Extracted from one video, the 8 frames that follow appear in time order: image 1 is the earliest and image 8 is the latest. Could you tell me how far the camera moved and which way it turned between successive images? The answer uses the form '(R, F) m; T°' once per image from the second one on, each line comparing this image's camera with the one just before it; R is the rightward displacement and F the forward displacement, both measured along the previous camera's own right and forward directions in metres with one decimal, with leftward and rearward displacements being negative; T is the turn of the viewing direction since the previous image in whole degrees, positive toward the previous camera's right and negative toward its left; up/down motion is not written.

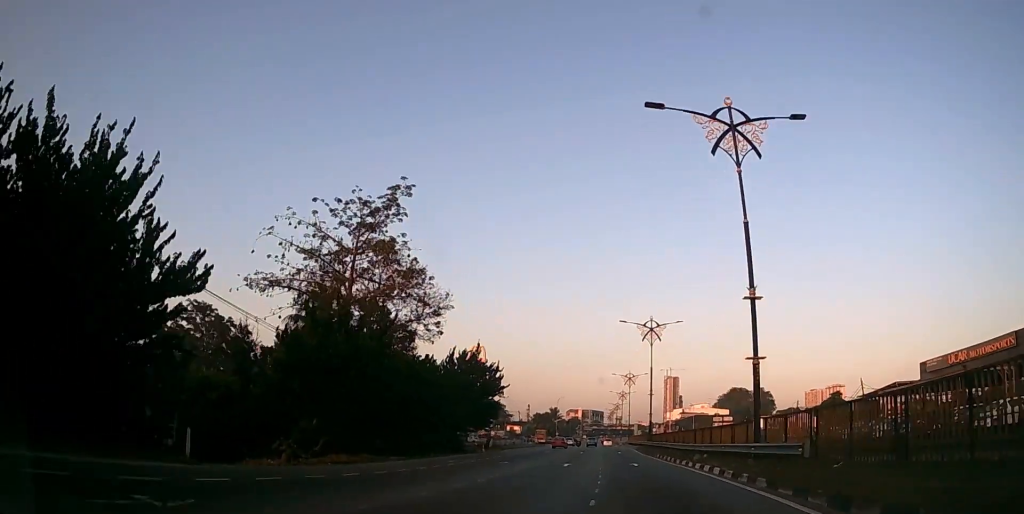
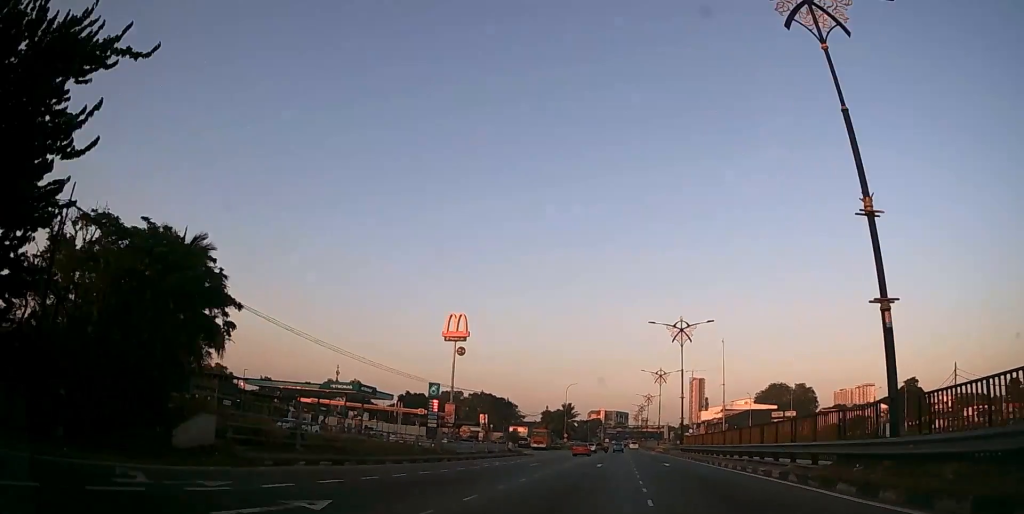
(-0.3, +44.2) m; -2°
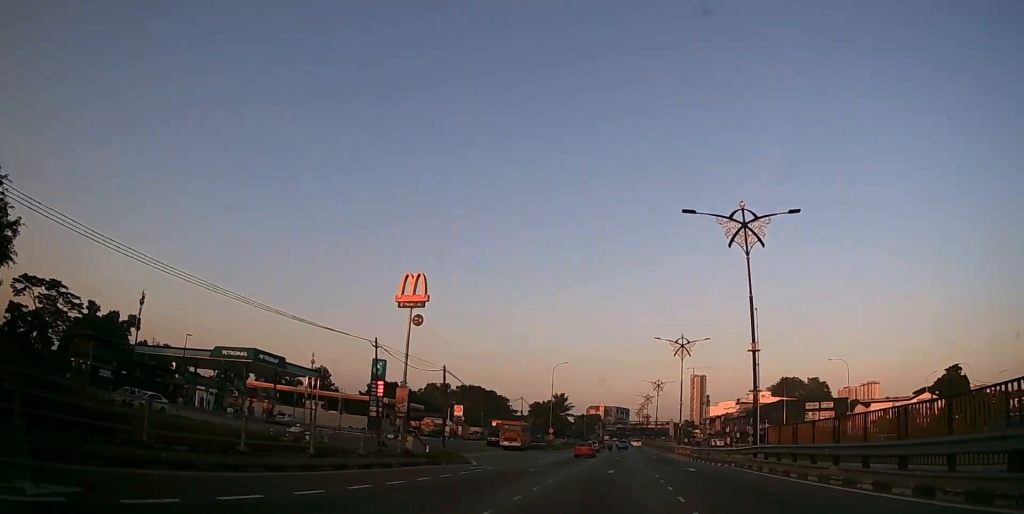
(-0.3, +25.8) m; -1°
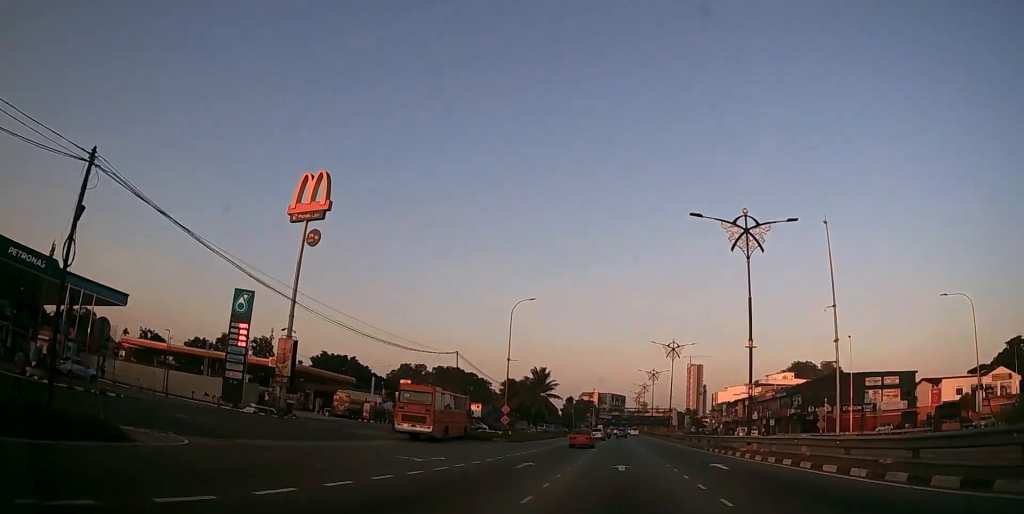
(-0.1, +32.0) m; 0°
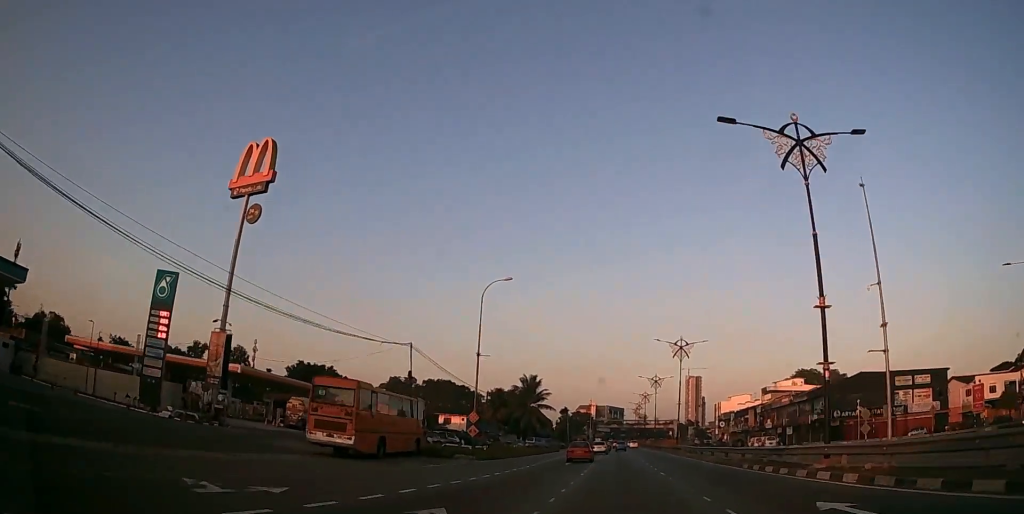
(0.0, +10.8) m; 0°
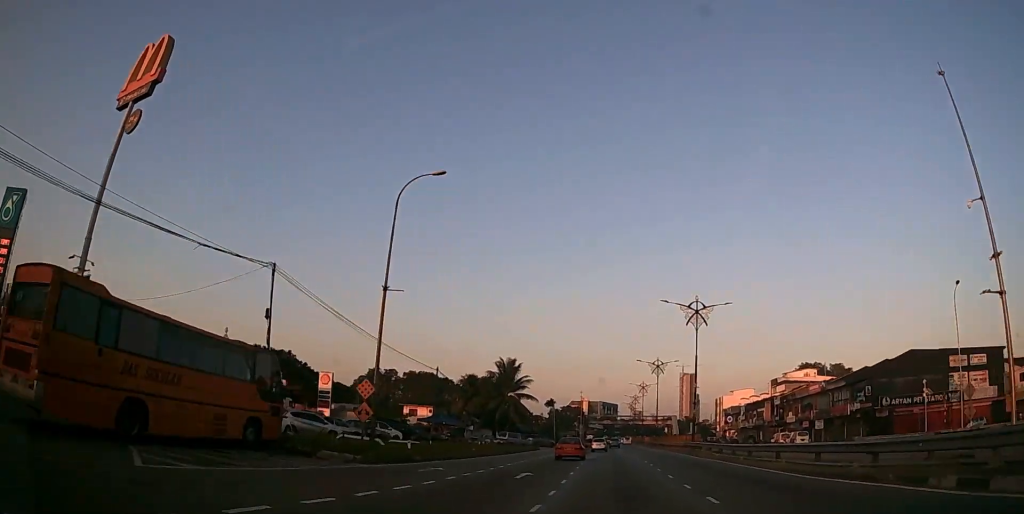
(0.0, +16.0) m; 0°
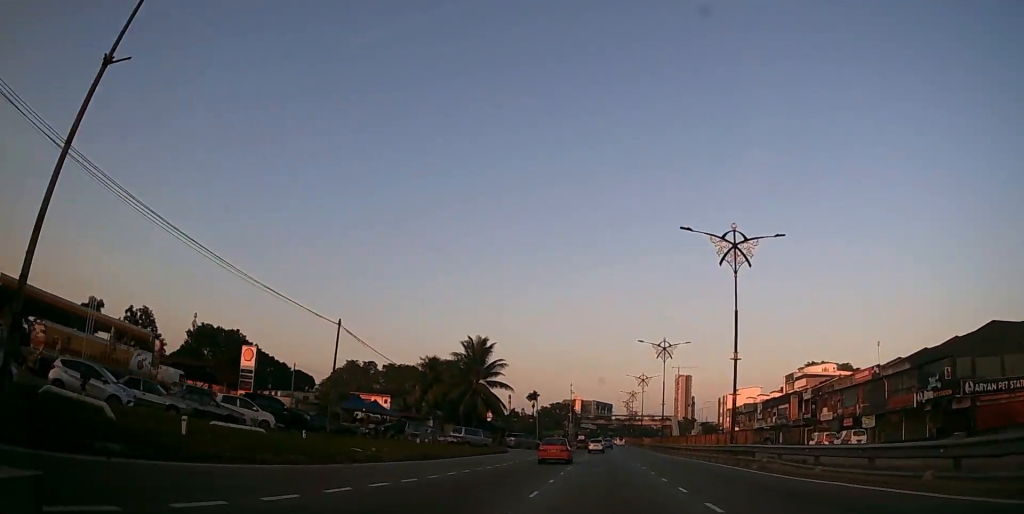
(+0.1, +16.6) m; +1°
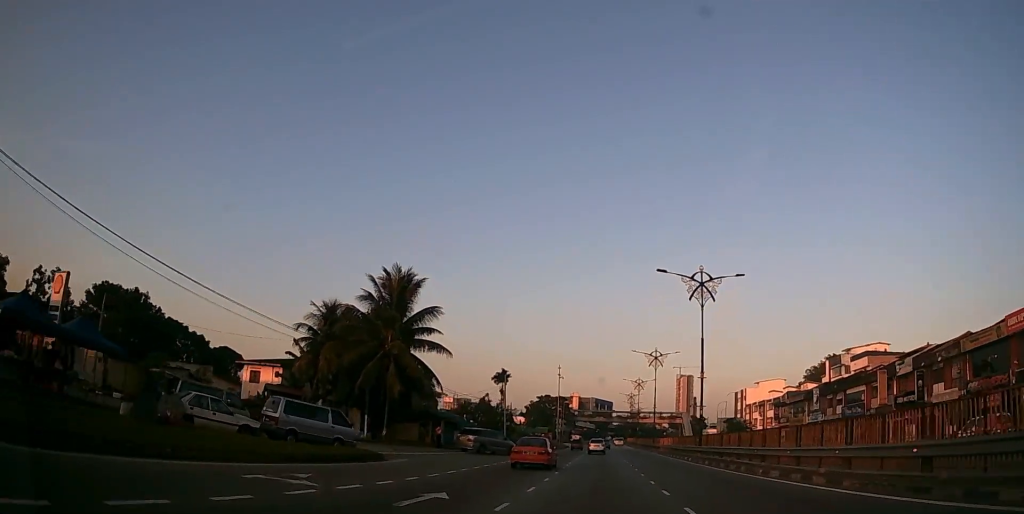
(+0.2, +27.6) m; +1°
